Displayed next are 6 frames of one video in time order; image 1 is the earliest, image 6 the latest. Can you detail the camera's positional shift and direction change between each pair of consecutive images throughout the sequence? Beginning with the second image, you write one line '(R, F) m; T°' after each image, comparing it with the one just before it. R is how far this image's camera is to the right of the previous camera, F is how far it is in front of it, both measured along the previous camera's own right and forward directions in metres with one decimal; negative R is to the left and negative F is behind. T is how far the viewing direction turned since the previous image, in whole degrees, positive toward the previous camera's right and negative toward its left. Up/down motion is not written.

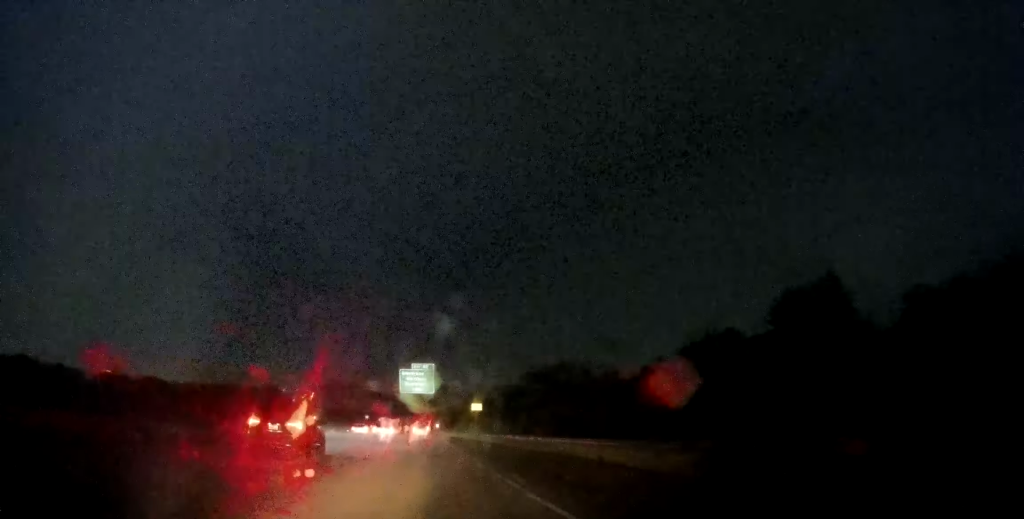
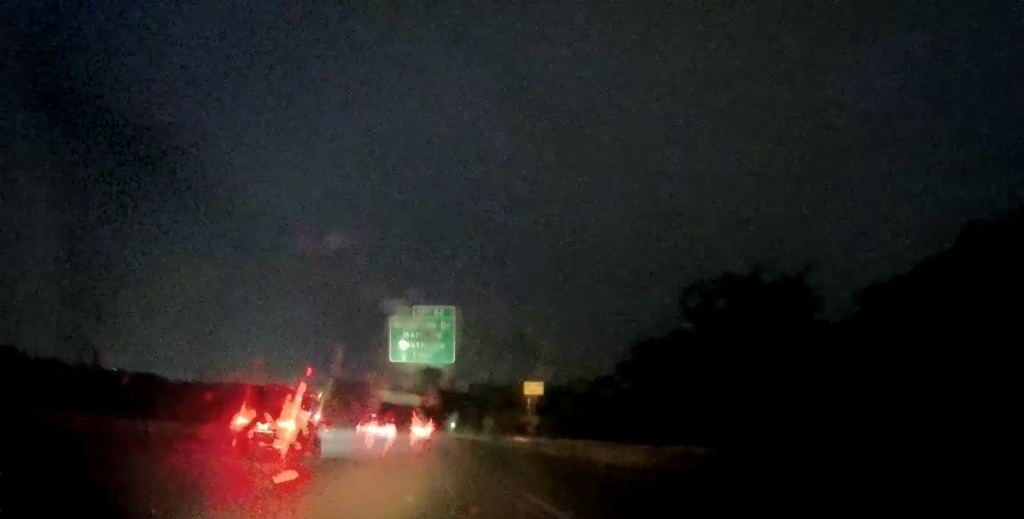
(-0.3, +37.9) m; 0°
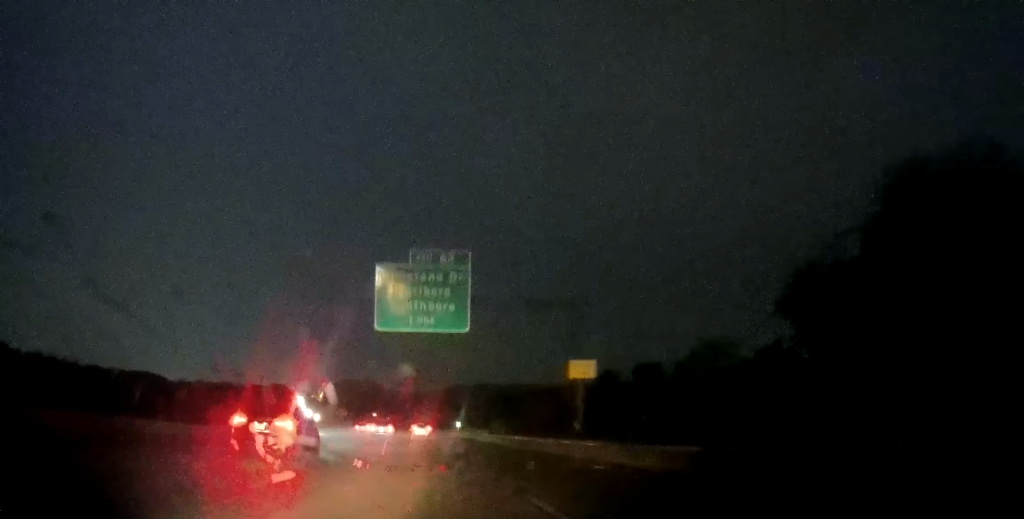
(+0.2, +13.6) m; 0°
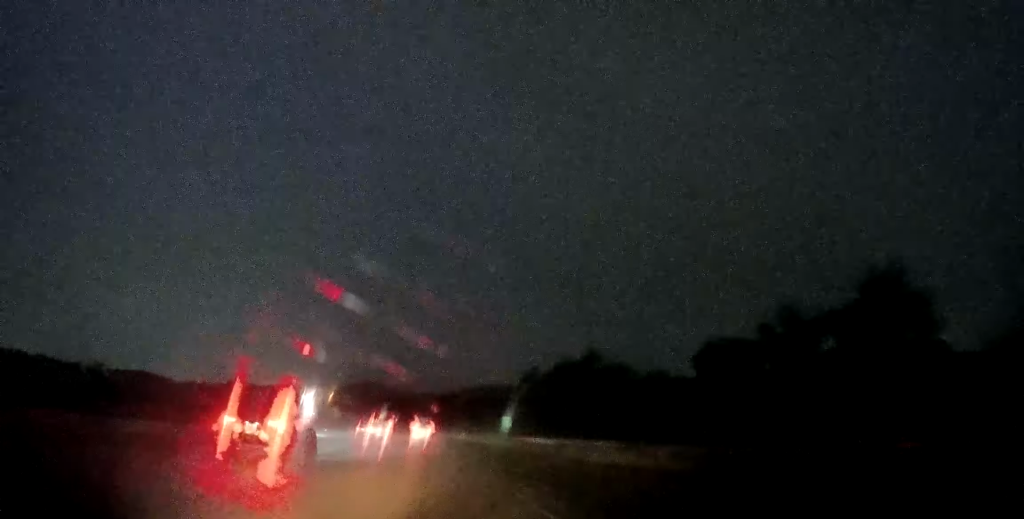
(-0.5, +50.2) m; -2°
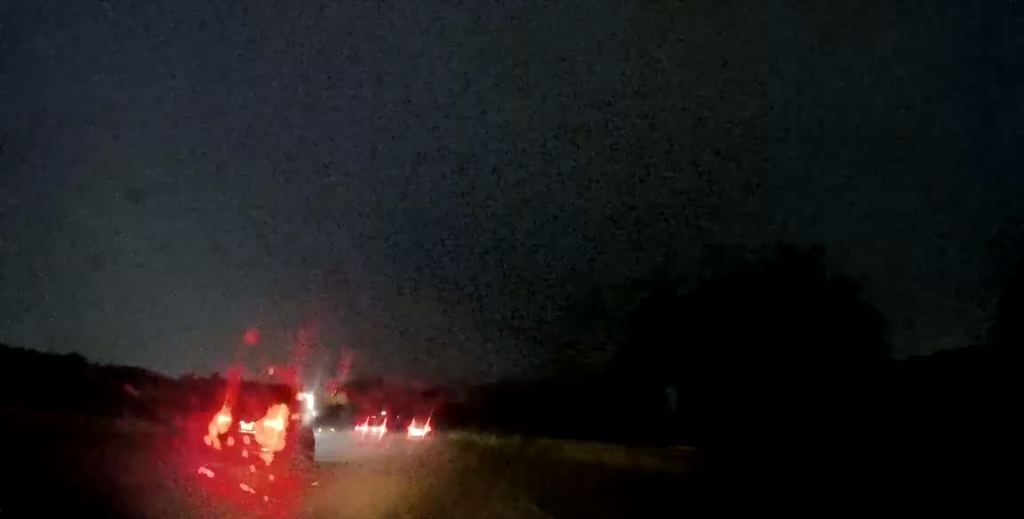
(-0.5, +32.7) m; -1°
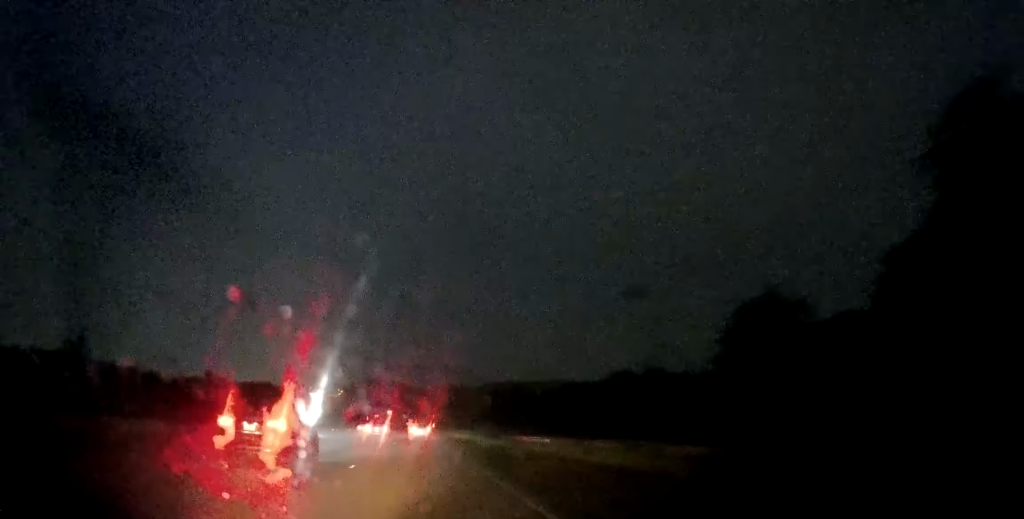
(-0.1, +19.2) m; 0°
